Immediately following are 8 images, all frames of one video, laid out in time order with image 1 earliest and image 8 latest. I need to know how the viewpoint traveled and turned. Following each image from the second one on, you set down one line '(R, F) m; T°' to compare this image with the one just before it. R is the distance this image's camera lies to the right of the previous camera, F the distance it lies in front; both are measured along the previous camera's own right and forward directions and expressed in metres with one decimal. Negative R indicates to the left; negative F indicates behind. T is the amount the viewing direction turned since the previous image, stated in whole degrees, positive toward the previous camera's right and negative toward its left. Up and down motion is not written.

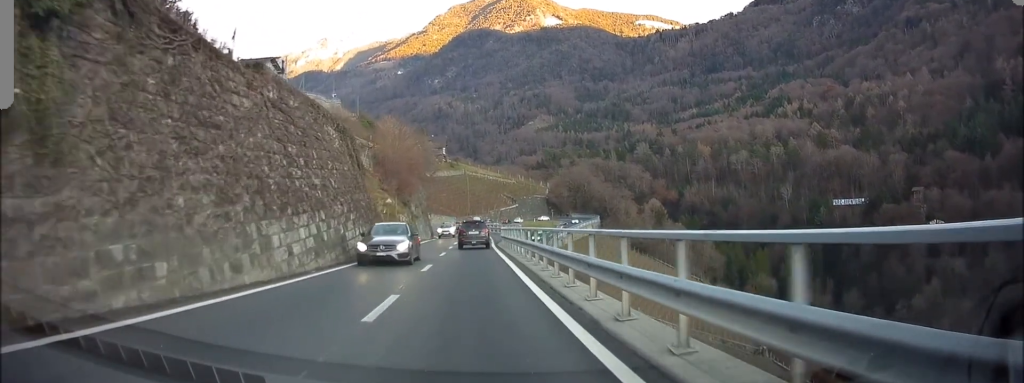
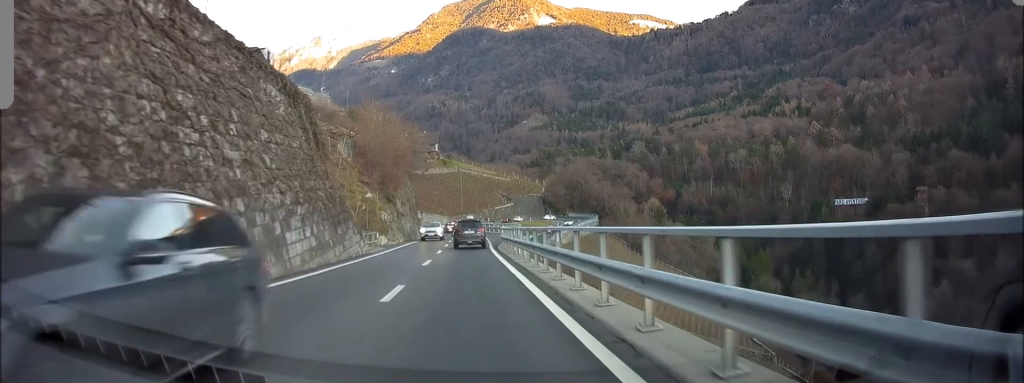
(+0.1, +7.2) m; +1°
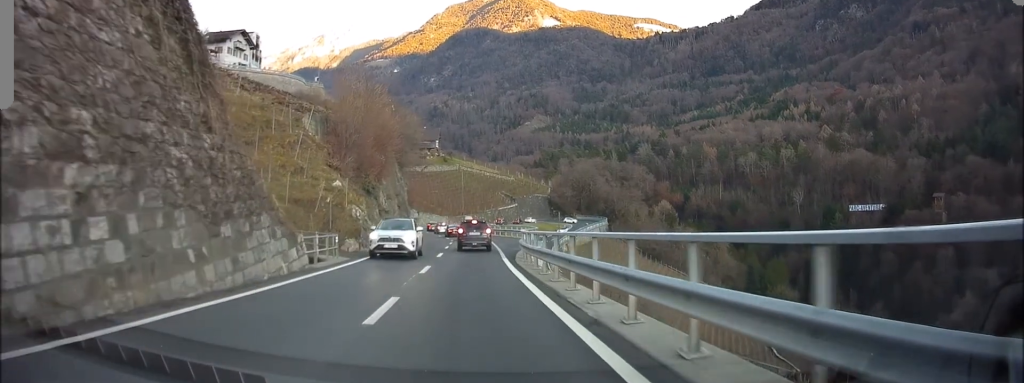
(0.0, +11.1) m; +1°
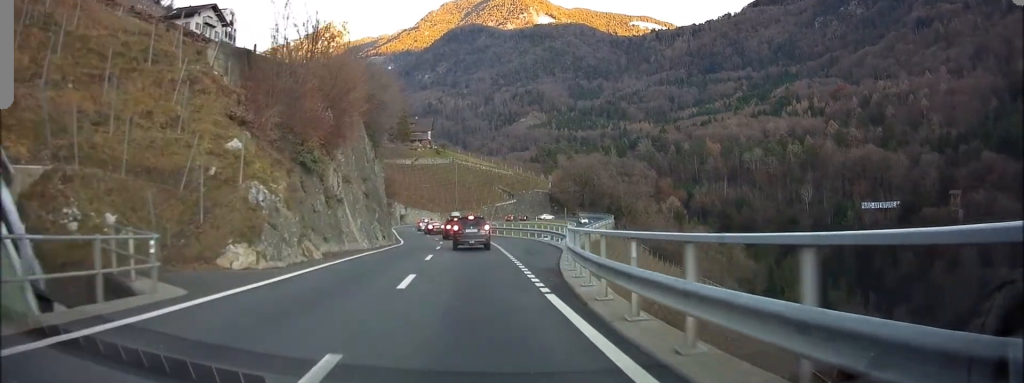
(+0.4, +13.7) m; +3°
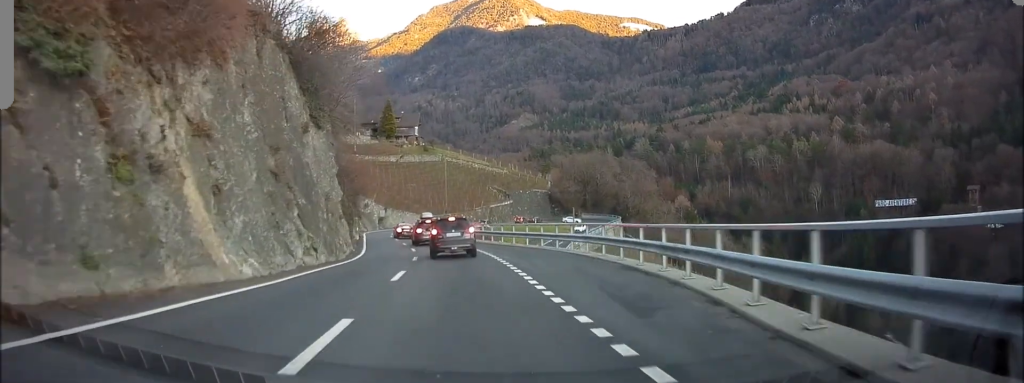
(+0.1, +15.2) m; 0°
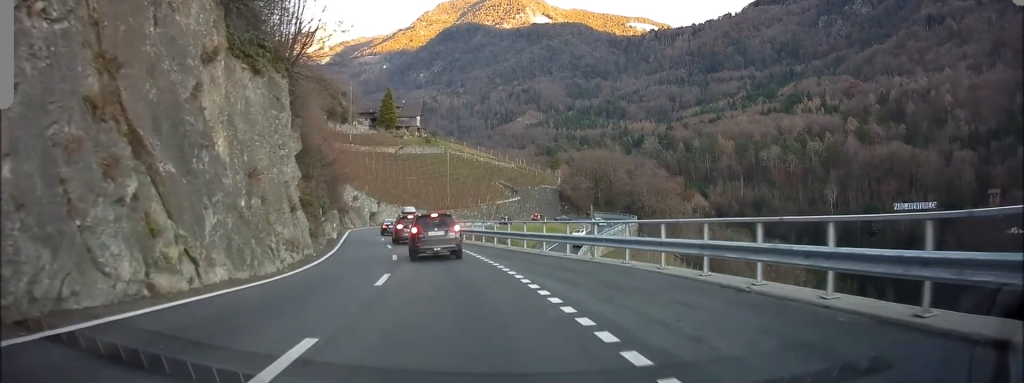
(-0.1, +10.4) m; -1°
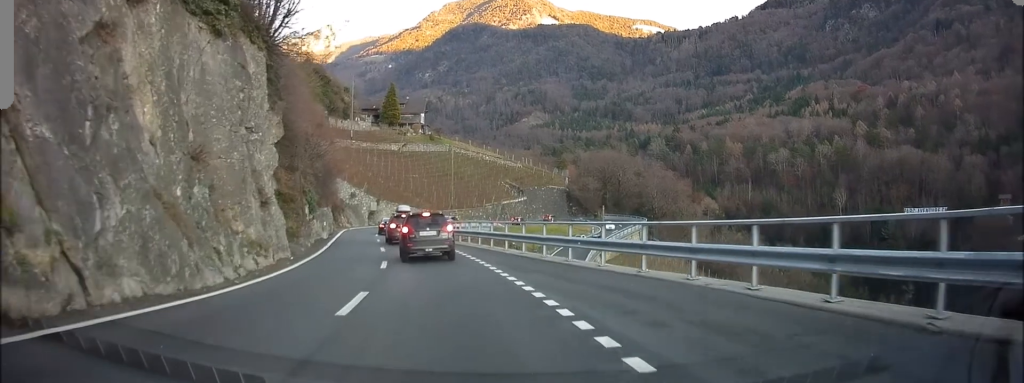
(-0.2, +4.3) m; 0°
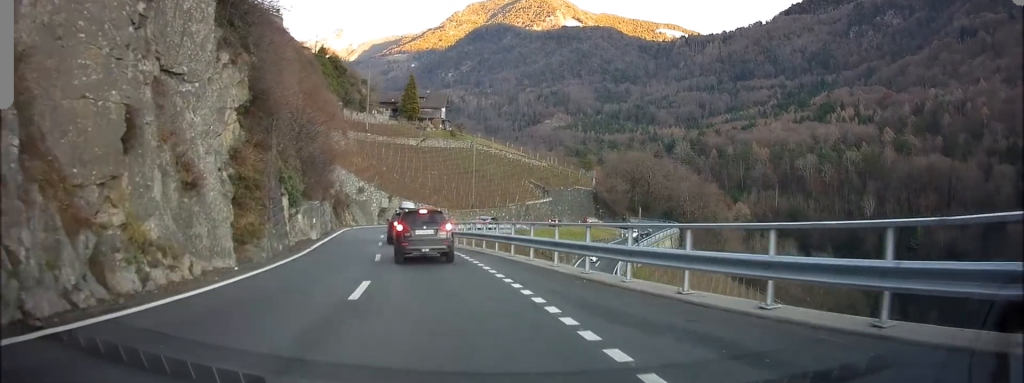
(+0.4, +7.8) m; +3°
